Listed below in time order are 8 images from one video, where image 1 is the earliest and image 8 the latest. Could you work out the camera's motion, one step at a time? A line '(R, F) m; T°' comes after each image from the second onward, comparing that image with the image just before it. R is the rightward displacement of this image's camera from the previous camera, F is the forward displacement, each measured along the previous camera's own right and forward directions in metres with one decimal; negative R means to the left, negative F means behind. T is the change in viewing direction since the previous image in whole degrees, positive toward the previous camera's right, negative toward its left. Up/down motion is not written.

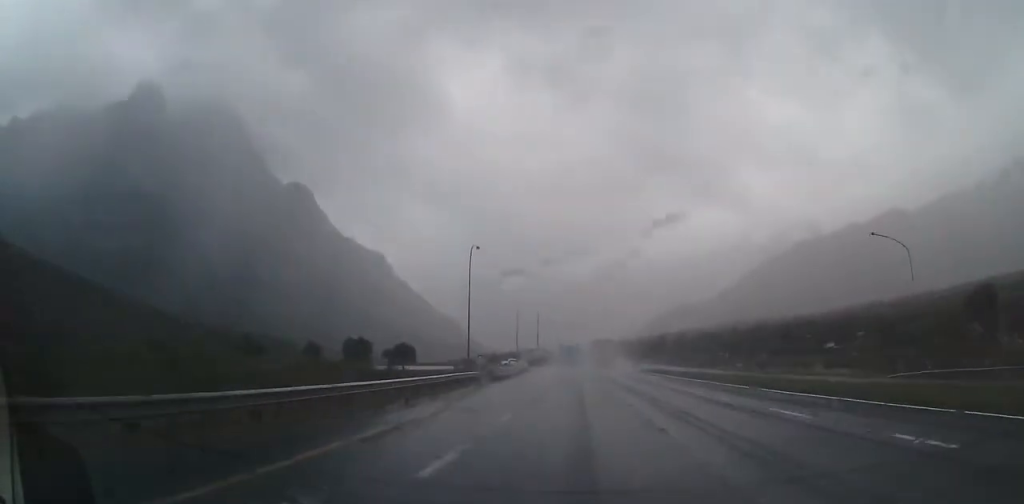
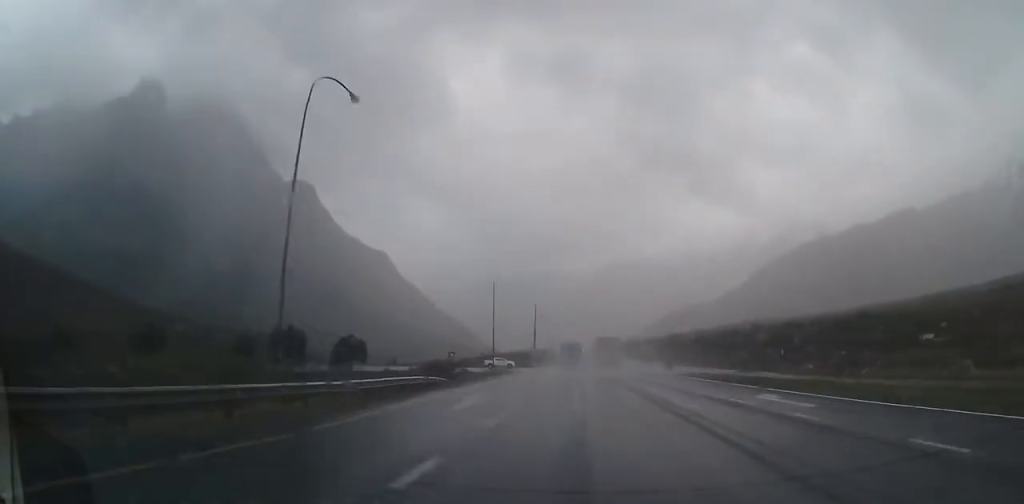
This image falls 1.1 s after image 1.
(0.0, +30.7) m; 0°
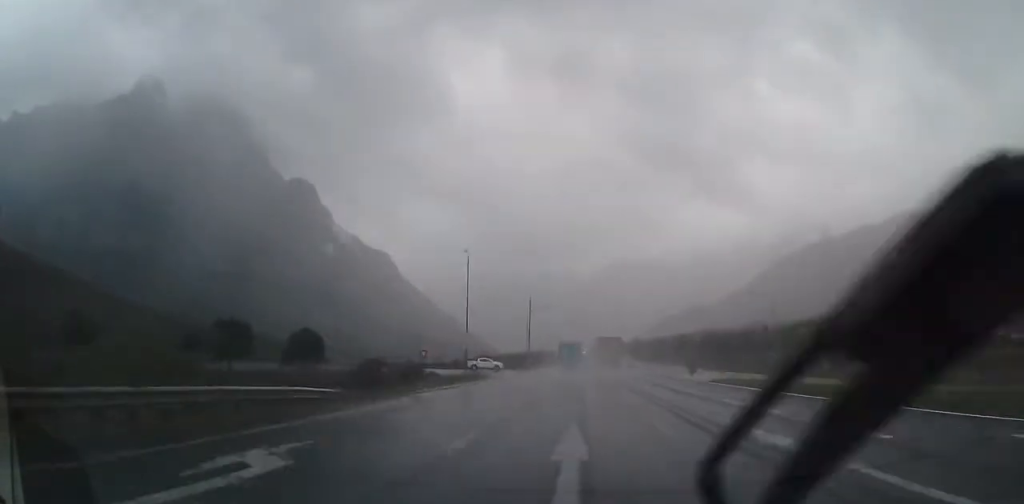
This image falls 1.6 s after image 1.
(+0.1, +15.0) m; 0°
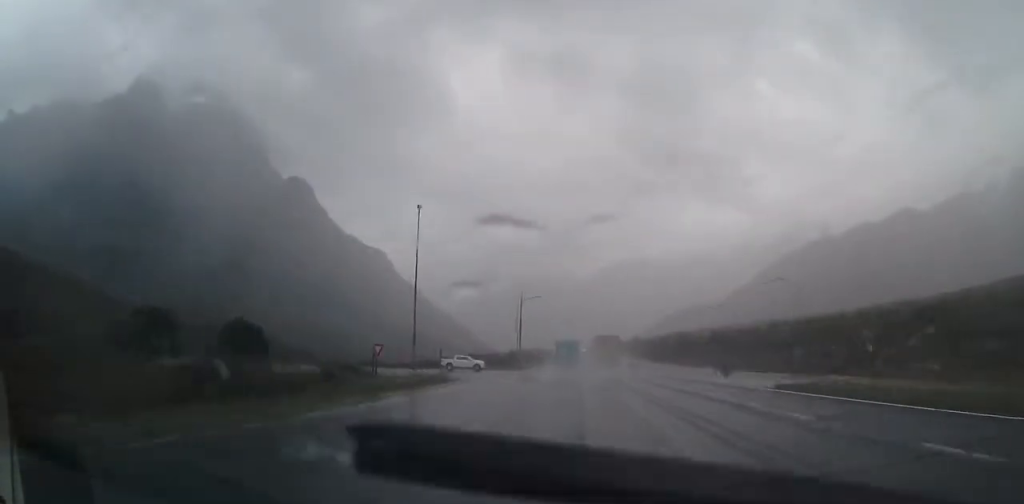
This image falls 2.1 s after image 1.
(+0.1, +15.0) m; 0°
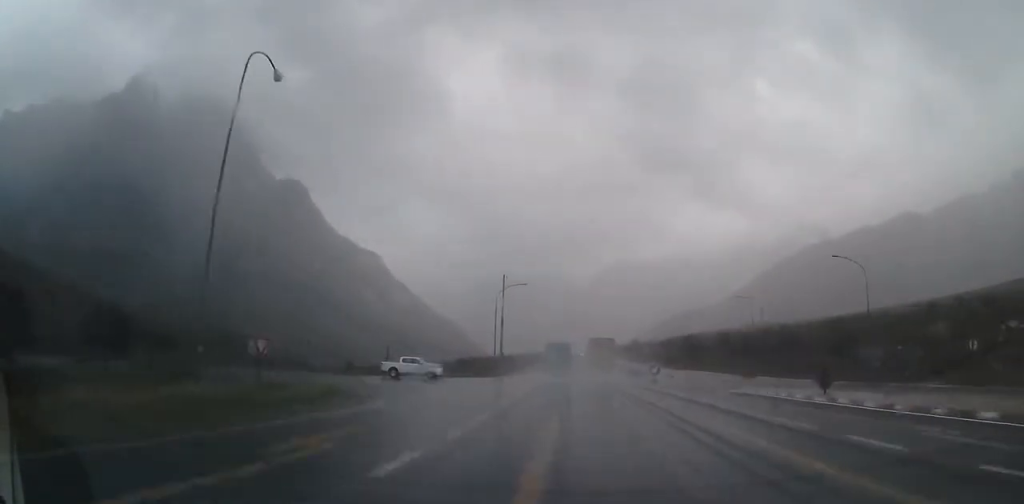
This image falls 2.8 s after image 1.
(0.0, +19.4) m; 0°
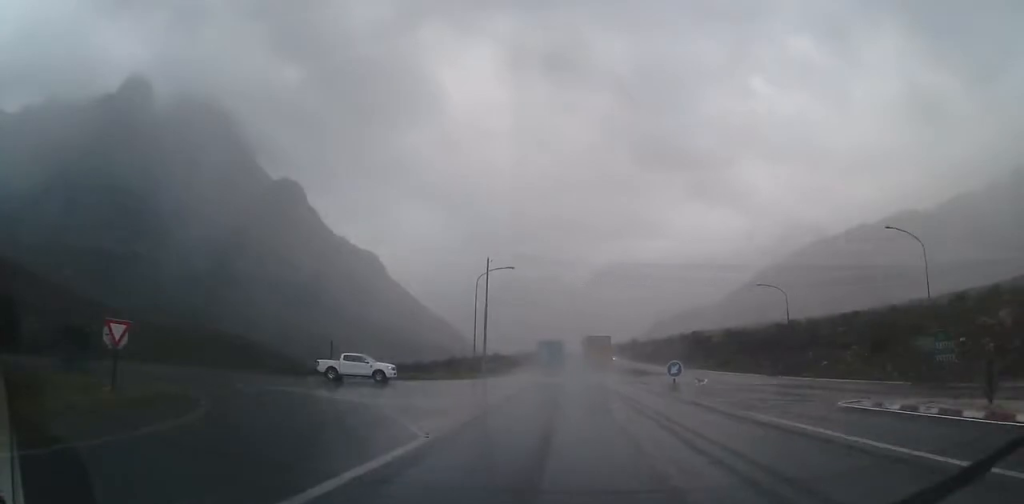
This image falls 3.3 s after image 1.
(0.0, +12.0) m; 0°
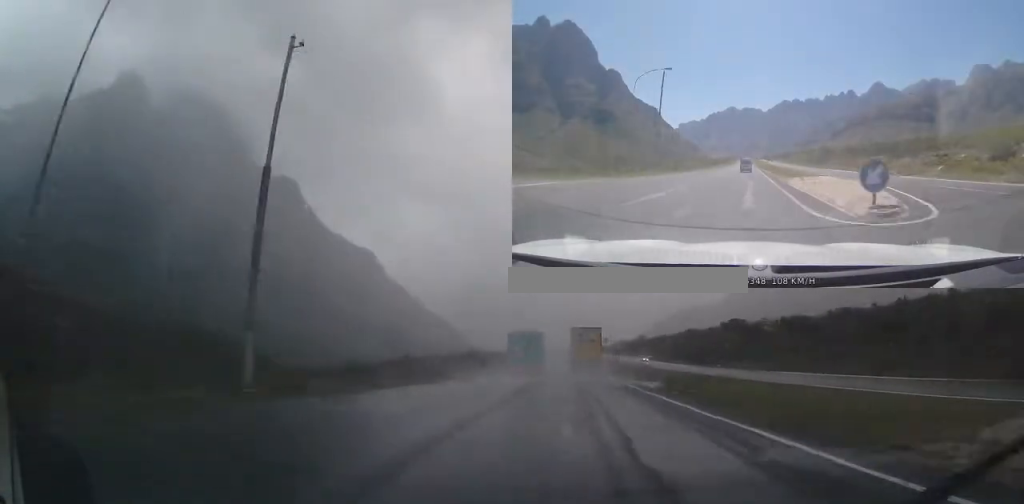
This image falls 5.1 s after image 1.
(0.0, +50.3) m; 0°
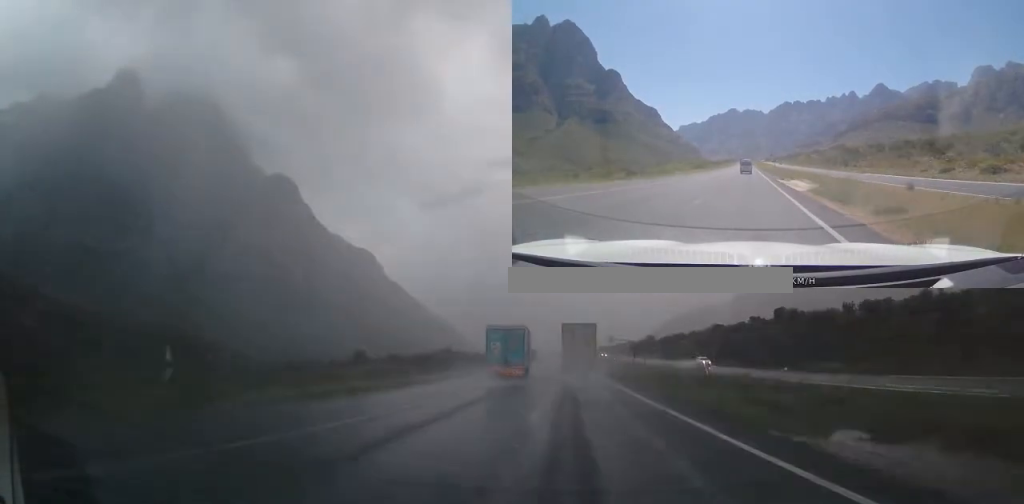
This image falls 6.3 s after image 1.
(-0.1, +33.3) m; -1°
